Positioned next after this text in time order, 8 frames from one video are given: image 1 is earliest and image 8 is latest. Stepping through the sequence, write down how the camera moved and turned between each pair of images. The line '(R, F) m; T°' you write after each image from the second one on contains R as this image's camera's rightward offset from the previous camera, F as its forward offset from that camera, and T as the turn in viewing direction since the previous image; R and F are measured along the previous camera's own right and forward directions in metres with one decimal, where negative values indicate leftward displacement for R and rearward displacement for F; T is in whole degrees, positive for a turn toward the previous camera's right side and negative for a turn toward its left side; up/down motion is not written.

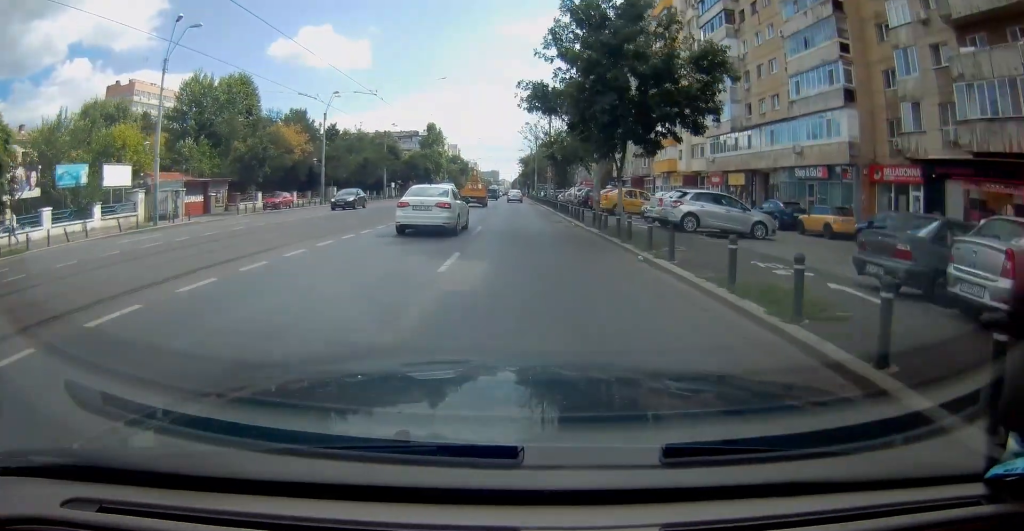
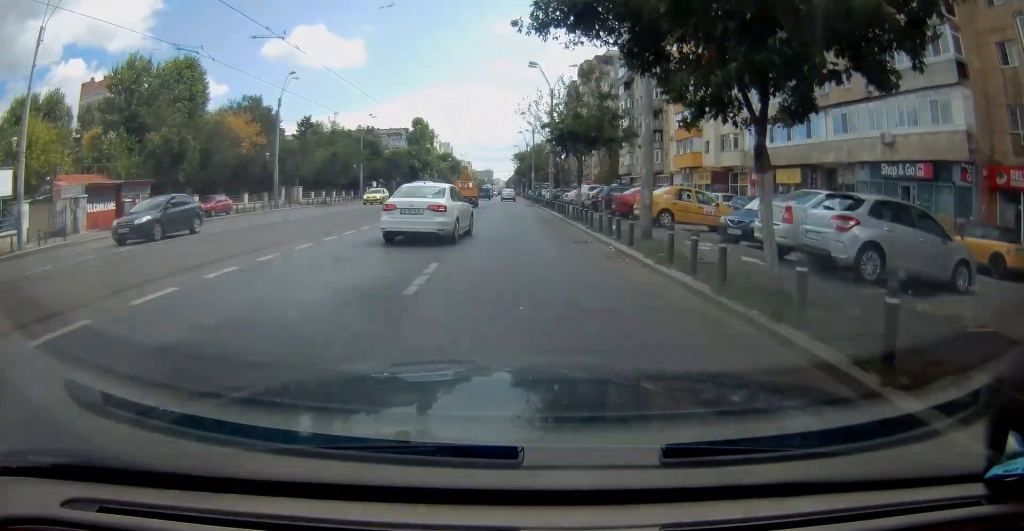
(0.0, +10.8) m; -1°
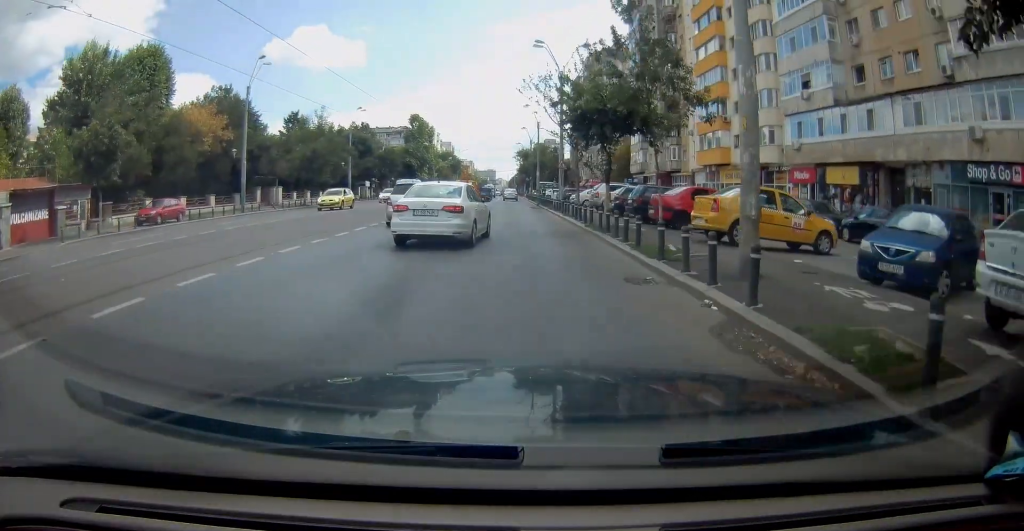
(0.0, +6.8) m; 0°
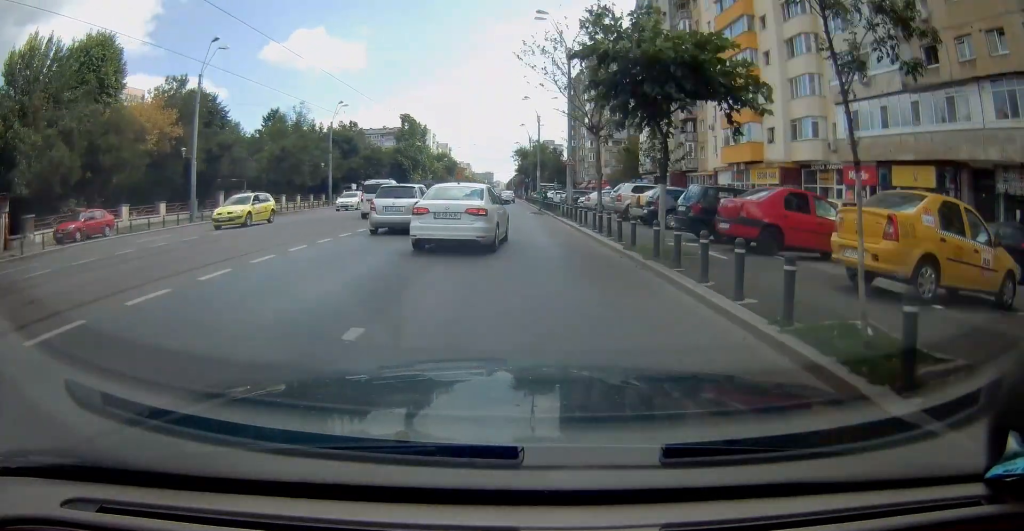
(-0.2, +7.1) m; +1°
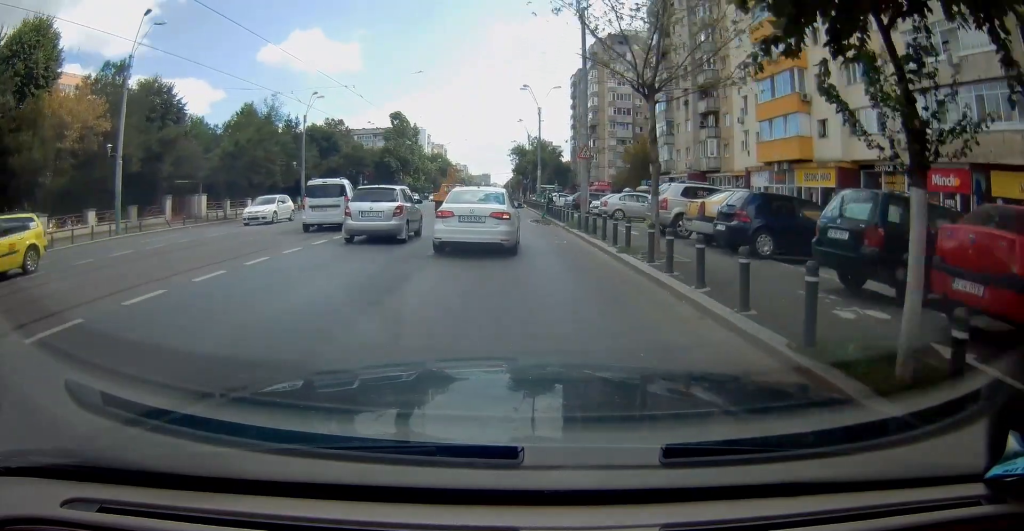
(+0.1, +7.7) m; +1°
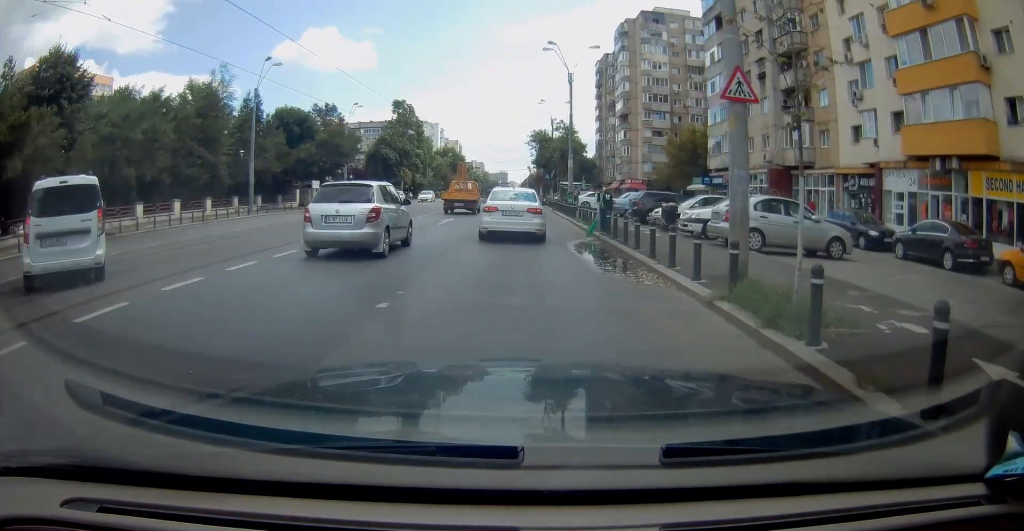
(+0.1, +15.2) m; 0°
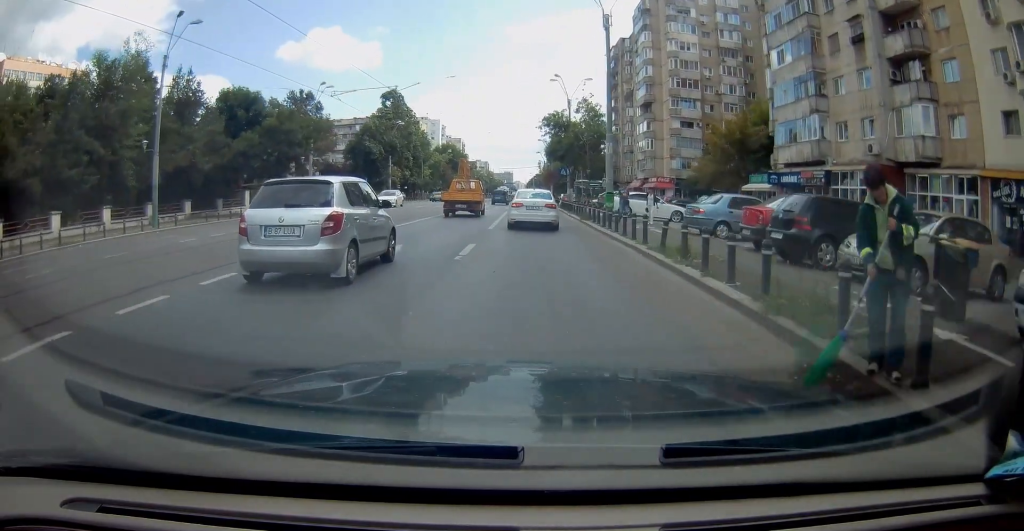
(+0.1, +13.5) m; 0°
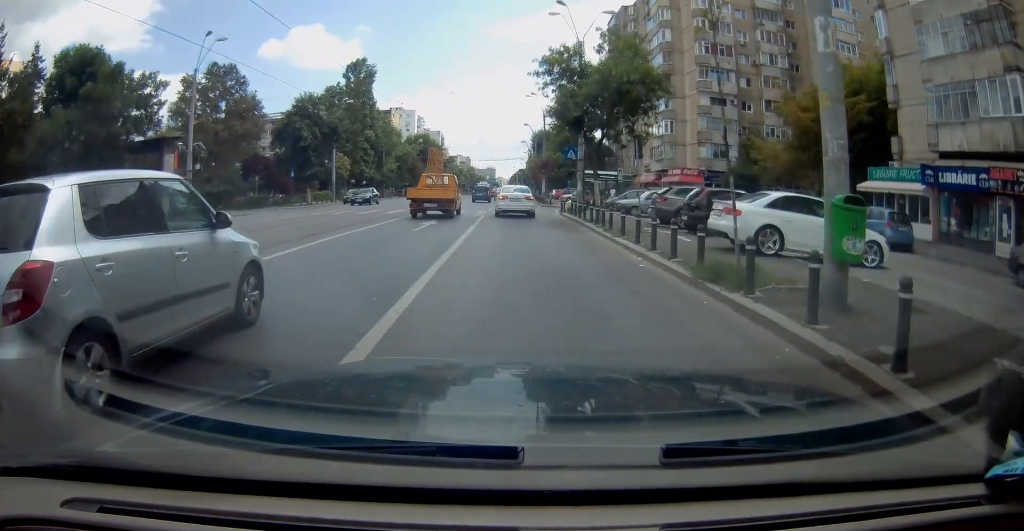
(-0.4, +18.9) m; -2°
